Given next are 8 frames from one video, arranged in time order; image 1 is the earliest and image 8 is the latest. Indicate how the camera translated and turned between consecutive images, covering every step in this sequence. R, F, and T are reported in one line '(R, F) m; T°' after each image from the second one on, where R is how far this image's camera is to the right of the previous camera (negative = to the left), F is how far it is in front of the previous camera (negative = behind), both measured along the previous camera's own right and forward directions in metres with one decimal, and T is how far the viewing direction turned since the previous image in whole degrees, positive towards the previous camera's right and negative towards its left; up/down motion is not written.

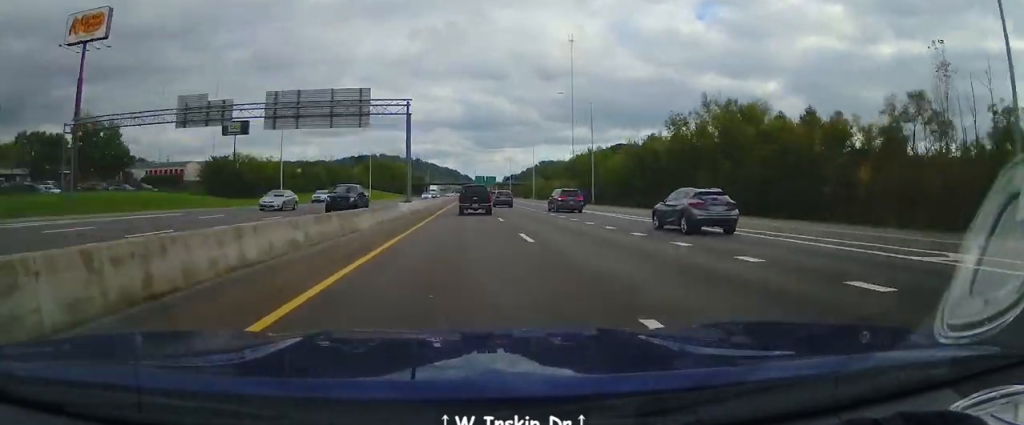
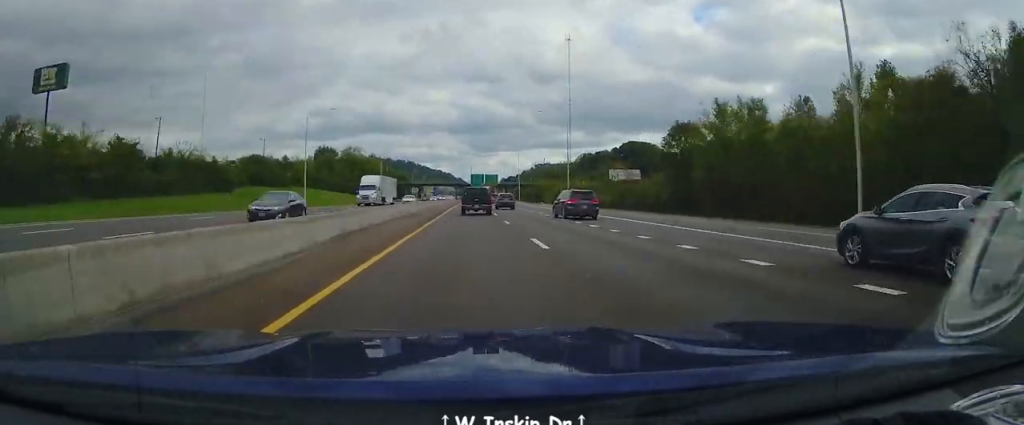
(+0.5, +63.3) m; 0°
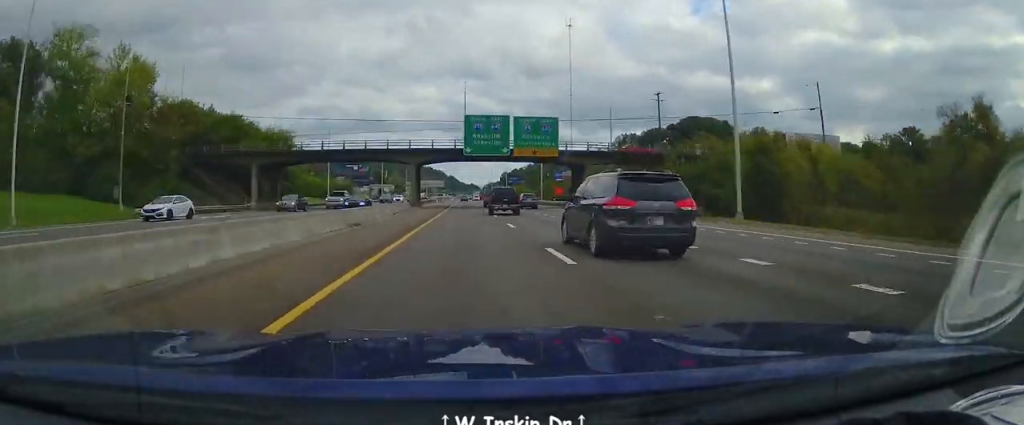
(-0.3, +148.7) m; 0°
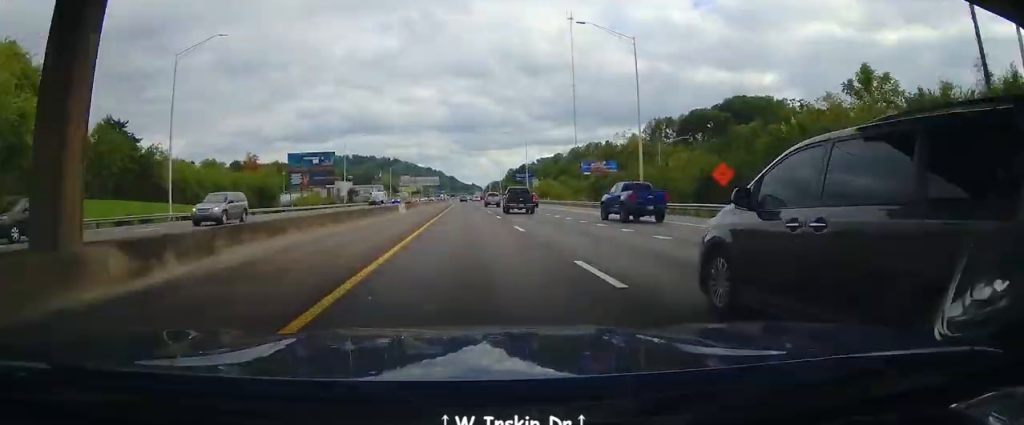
(+0.2, +64.0) m; 0°
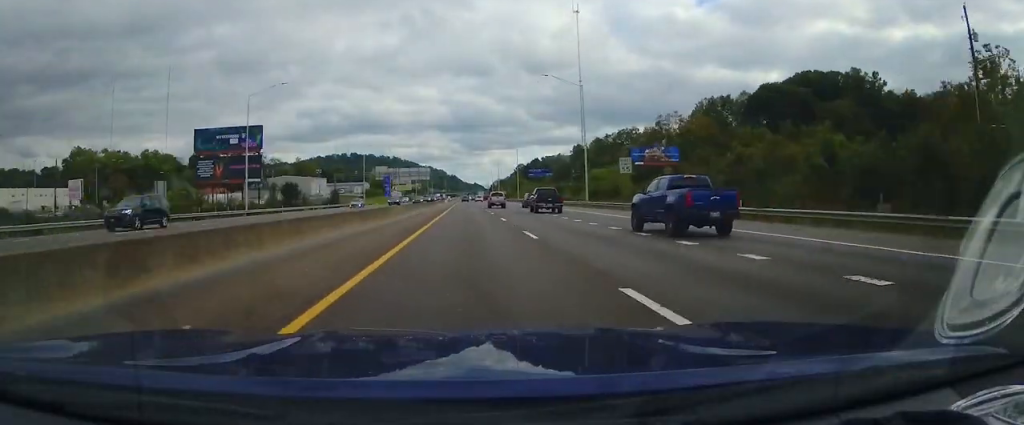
(+0.1, +64.2) m; 0°
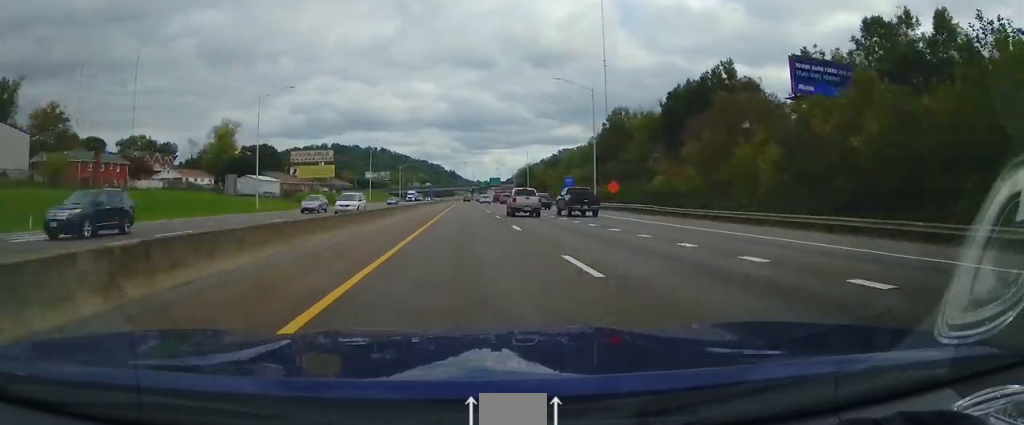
(+0.2, +262.1) m; +1°
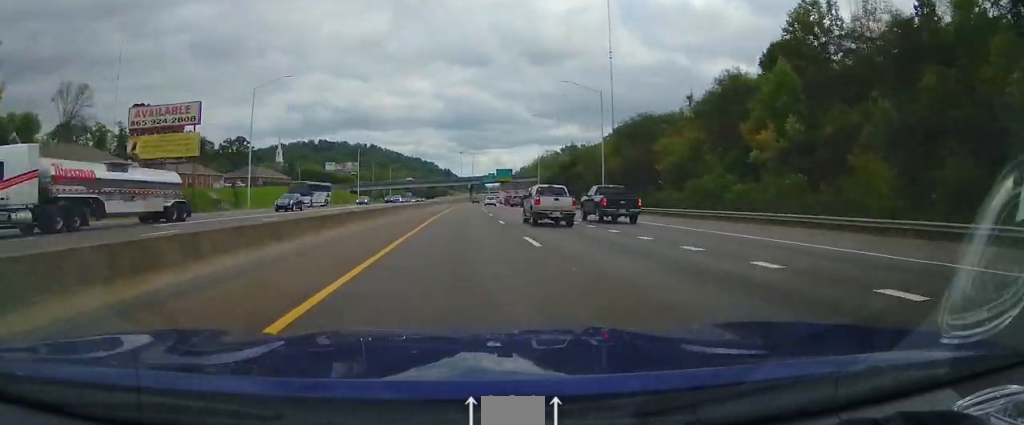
(-0.1, +90.7) m; +1°
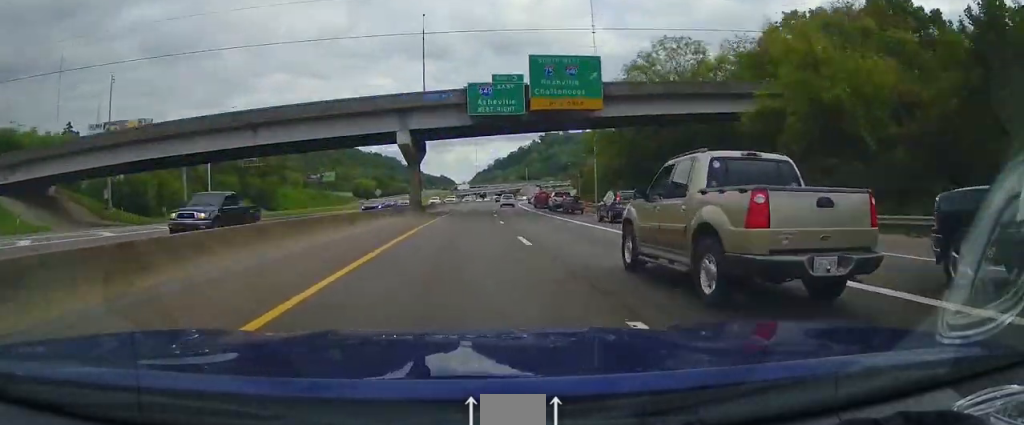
(+4.5, +154.9) m; +5°
